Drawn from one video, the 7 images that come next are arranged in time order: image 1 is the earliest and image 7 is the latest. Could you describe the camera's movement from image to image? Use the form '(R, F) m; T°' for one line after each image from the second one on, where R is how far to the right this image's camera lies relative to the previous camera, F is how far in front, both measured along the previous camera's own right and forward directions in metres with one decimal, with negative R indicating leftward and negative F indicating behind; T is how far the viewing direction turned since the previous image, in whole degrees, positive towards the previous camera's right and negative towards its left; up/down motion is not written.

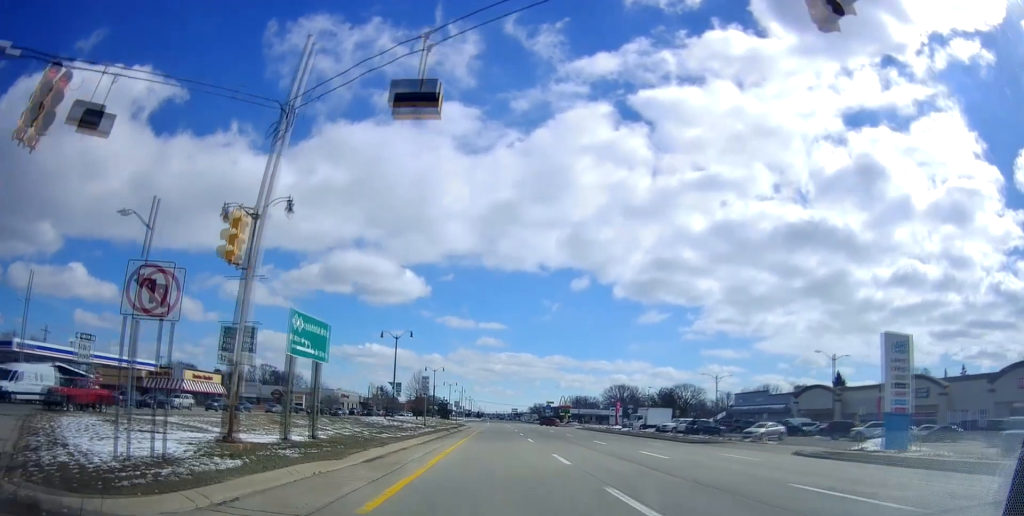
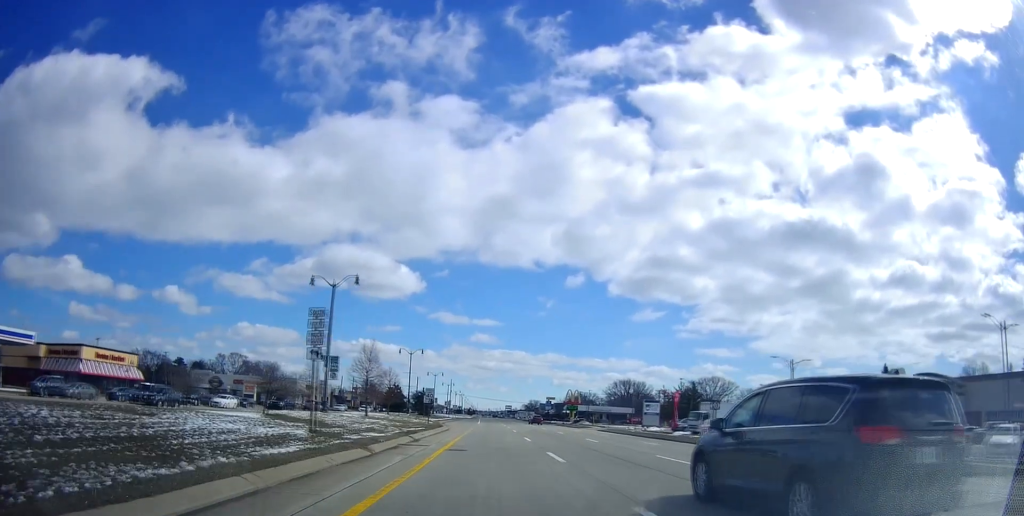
(+1.0, +27.8) m; +2°
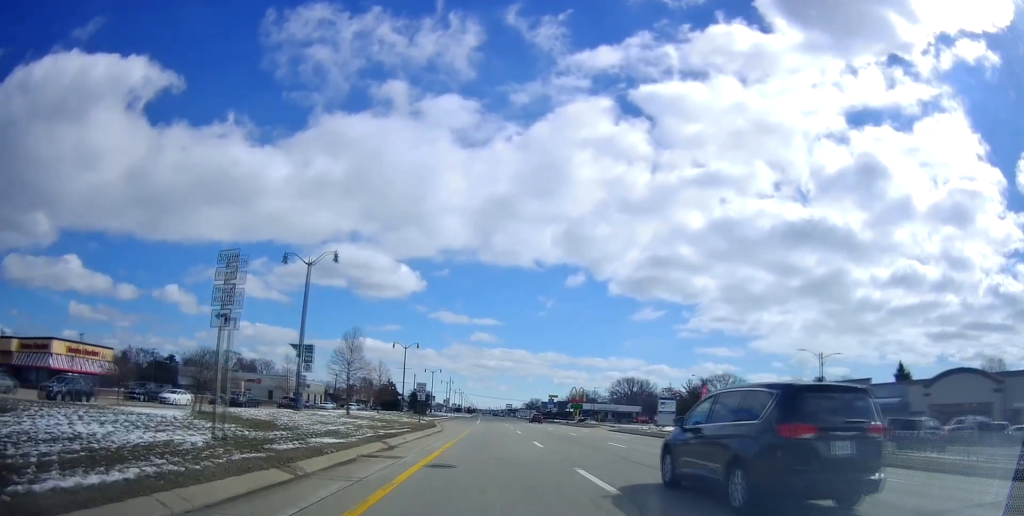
(0.0, +6.8) m; 0°
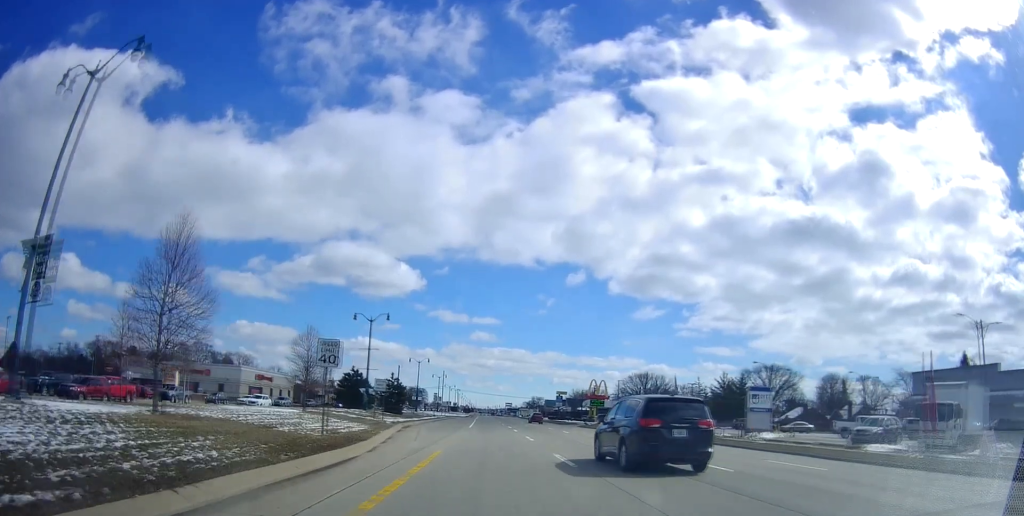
(+0.1, +26.1) m; +1°
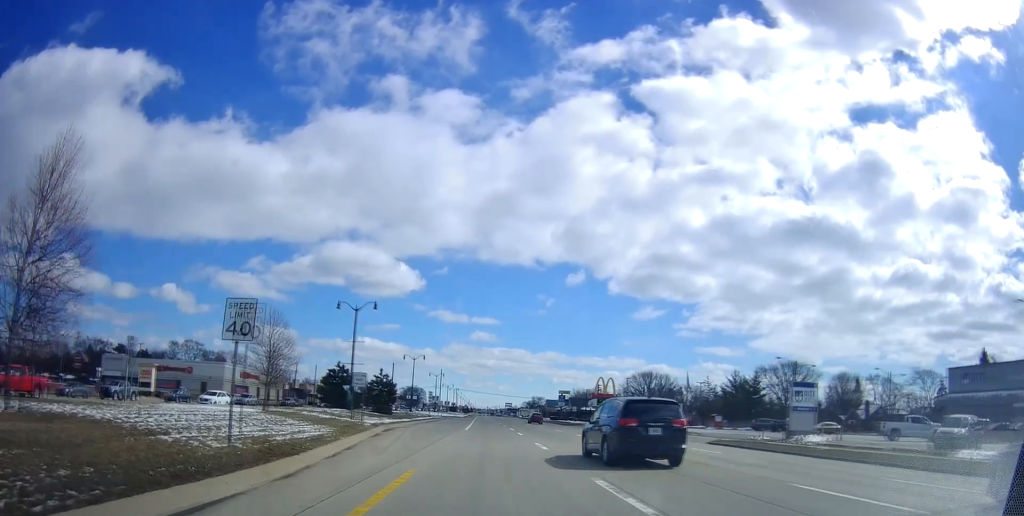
(0.0, +7.3) m; 0°
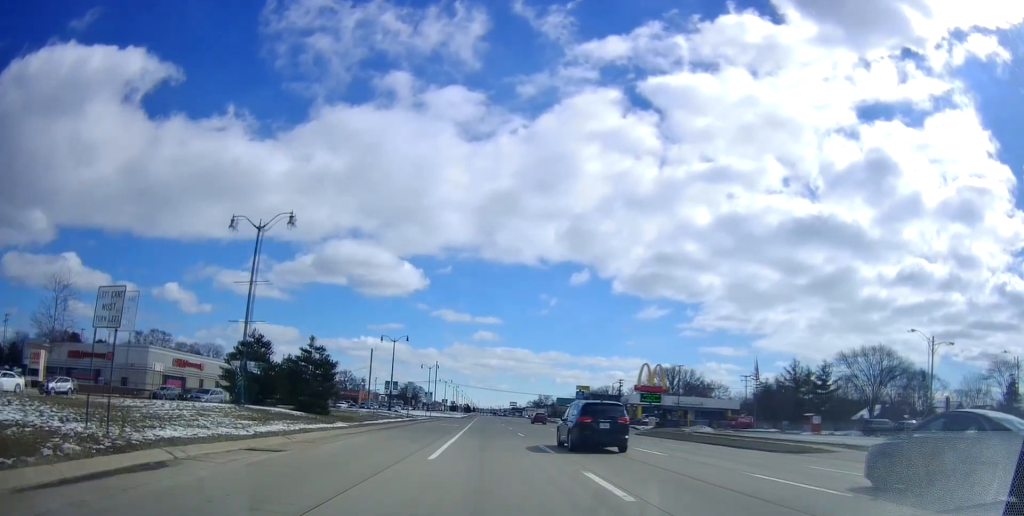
(-0.6, +26.8) m; 0°
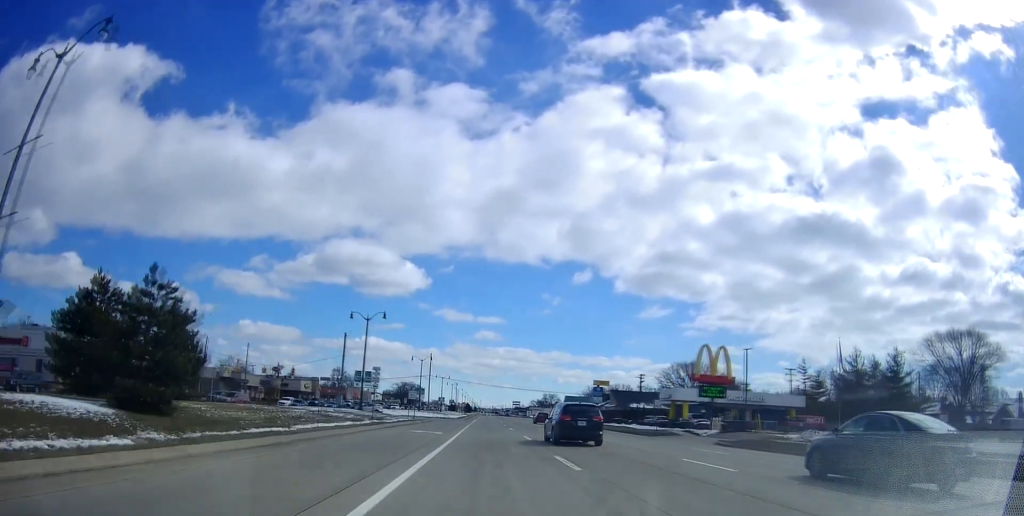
(+0.6, +20.3) m; -1°
